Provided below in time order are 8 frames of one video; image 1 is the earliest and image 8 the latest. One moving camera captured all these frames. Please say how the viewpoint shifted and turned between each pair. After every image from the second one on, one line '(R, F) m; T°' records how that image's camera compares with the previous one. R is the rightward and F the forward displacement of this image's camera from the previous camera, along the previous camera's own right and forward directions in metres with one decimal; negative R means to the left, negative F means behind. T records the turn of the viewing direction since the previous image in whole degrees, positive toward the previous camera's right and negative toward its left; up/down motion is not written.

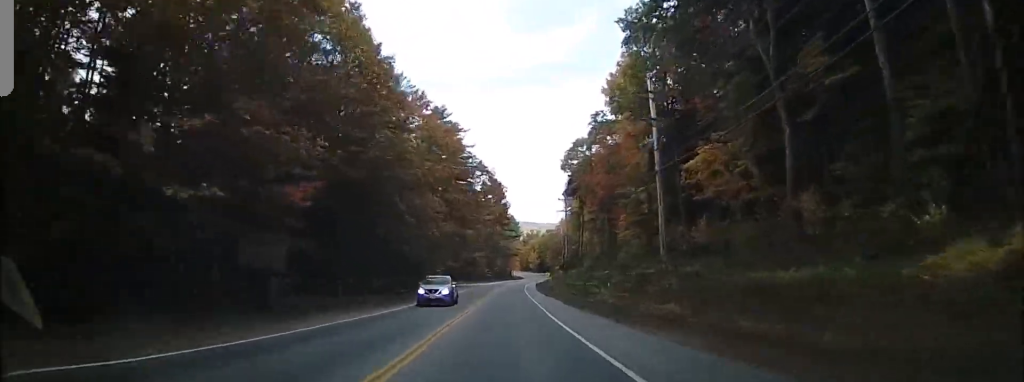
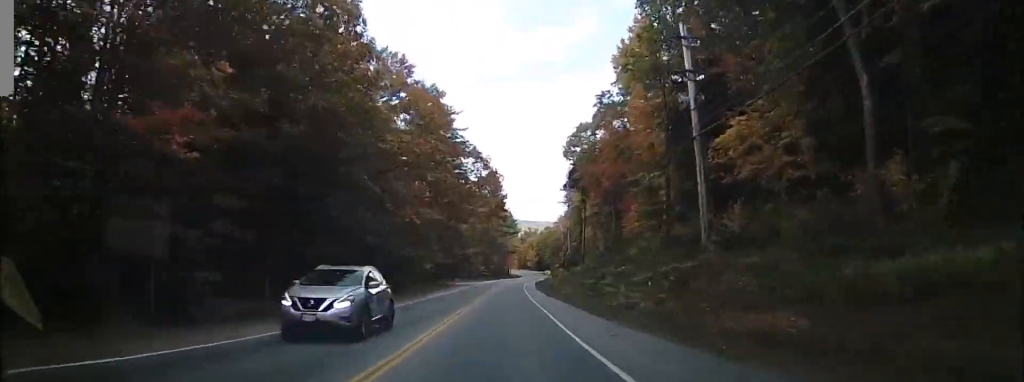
(-0.1, +8.5) m; 0°
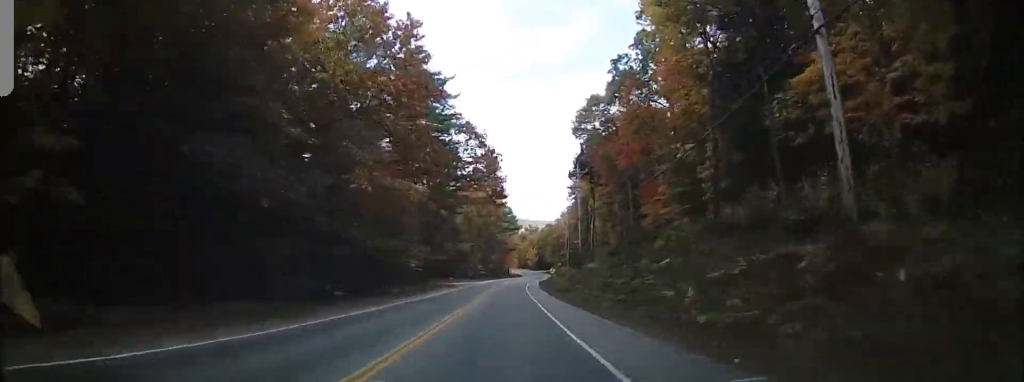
(0.0, +12.8) m; 0°
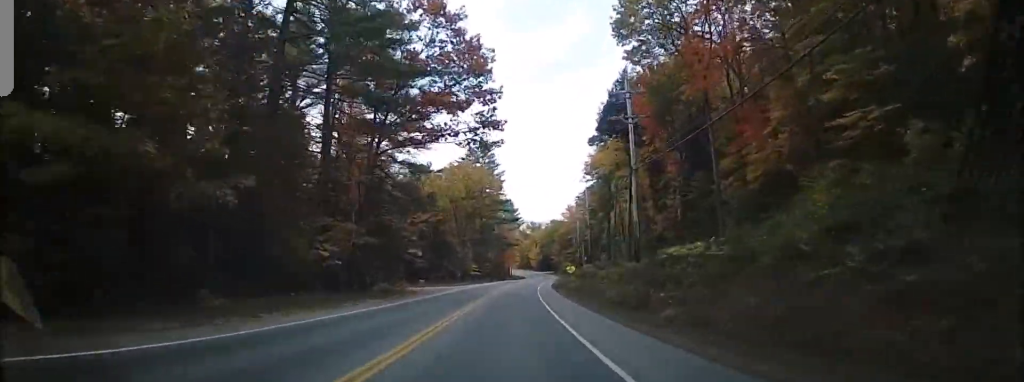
(+0.2, +30.9) m; +1°
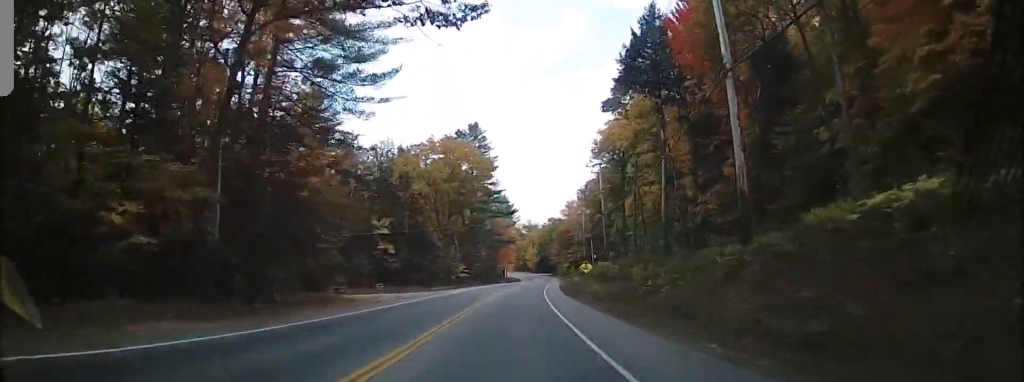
(+0.3, +19.0) m; +2°
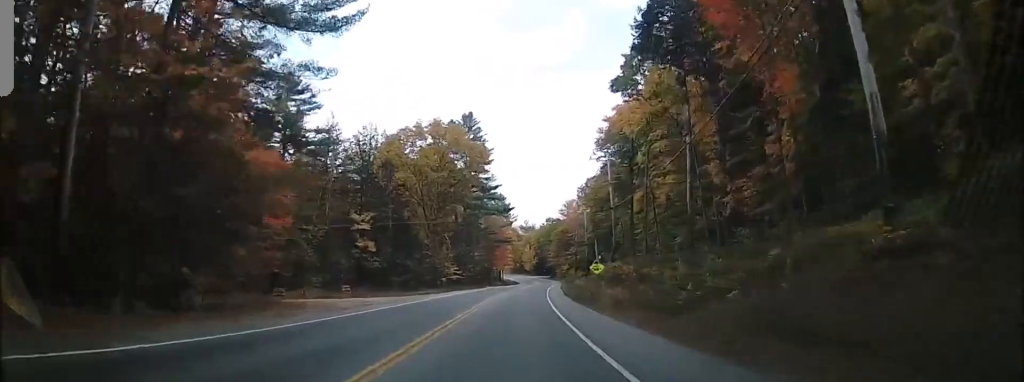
(+0.1, +8.7) m; +1°
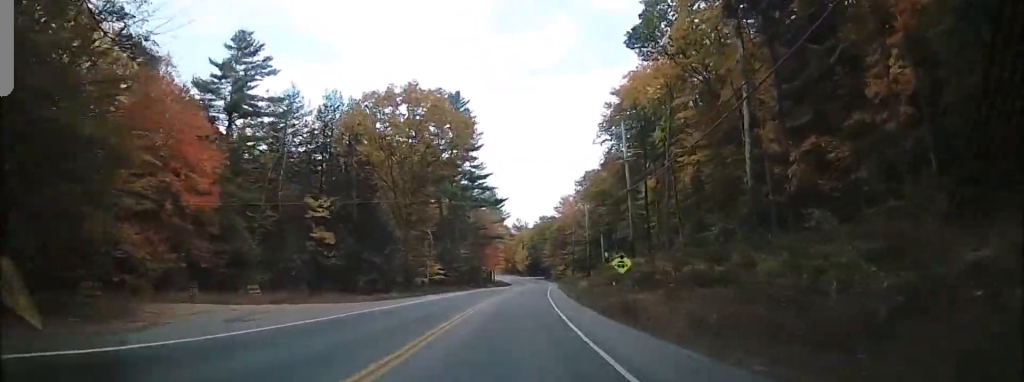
(+0.2, +13.2) m; +1°
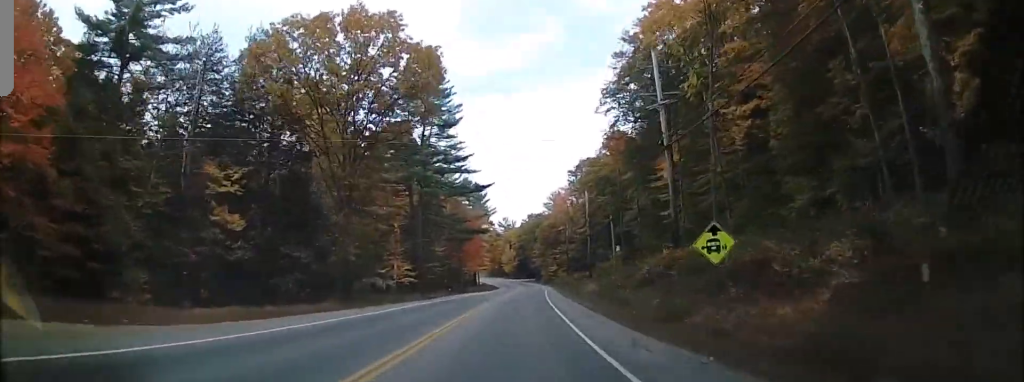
(+0.2, +17.2) m; +1°
